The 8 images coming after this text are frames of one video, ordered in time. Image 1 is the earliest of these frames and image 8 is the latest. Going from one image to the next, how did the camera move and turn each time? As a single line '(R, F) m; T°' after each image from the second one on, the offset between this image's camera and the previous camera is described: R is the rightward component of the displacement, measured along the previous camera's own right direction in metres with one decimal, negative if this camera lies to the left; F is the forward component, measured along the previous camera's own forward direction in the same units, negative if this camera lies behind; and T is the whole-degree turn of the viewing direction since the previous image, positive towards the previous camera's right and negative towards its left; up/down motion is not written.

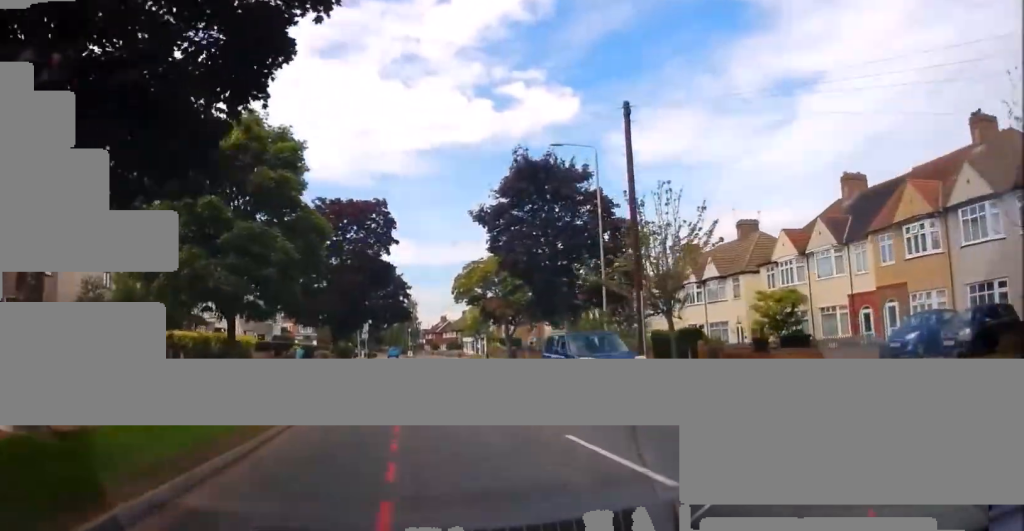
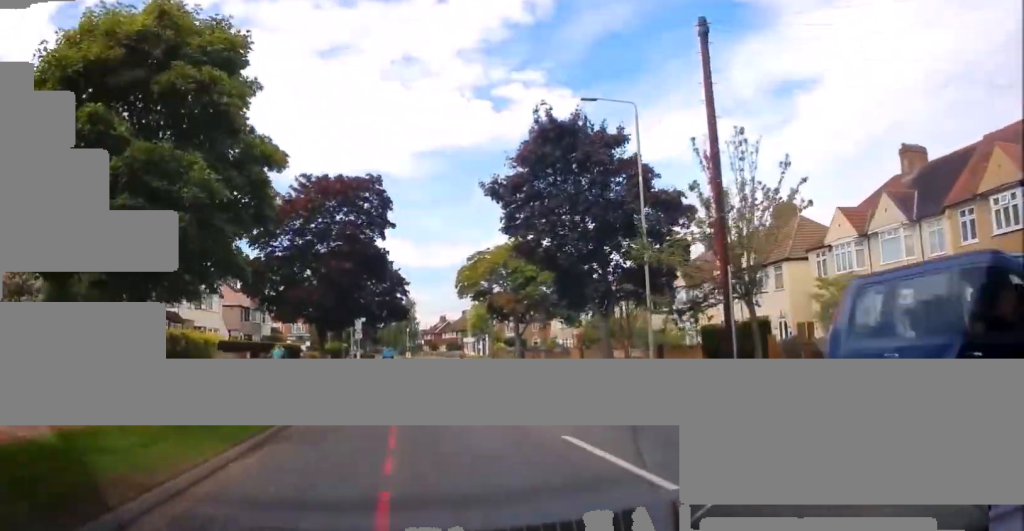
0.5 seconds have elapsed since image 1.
(+0.2, +5.8) m; +1°
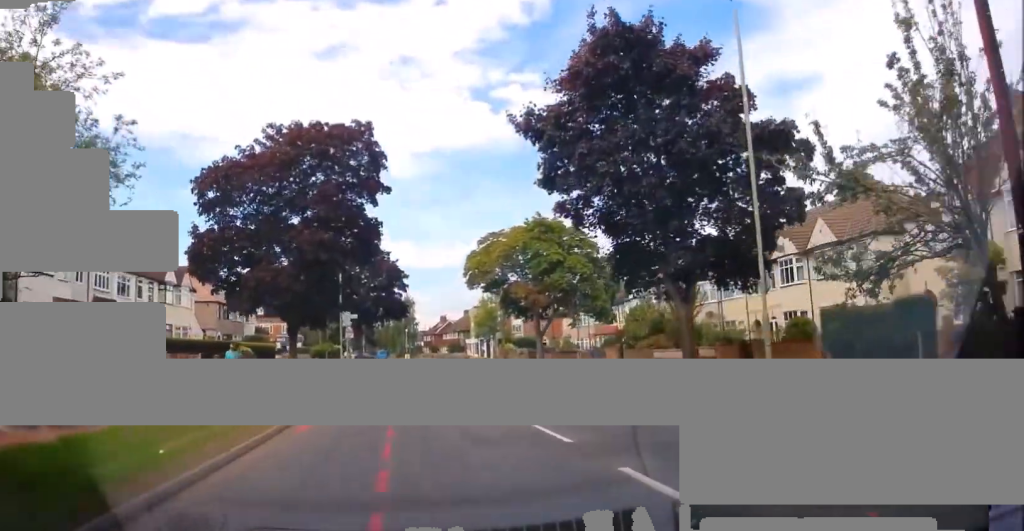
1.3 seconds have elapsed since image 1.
(-0.2, +8.2) m; -1°
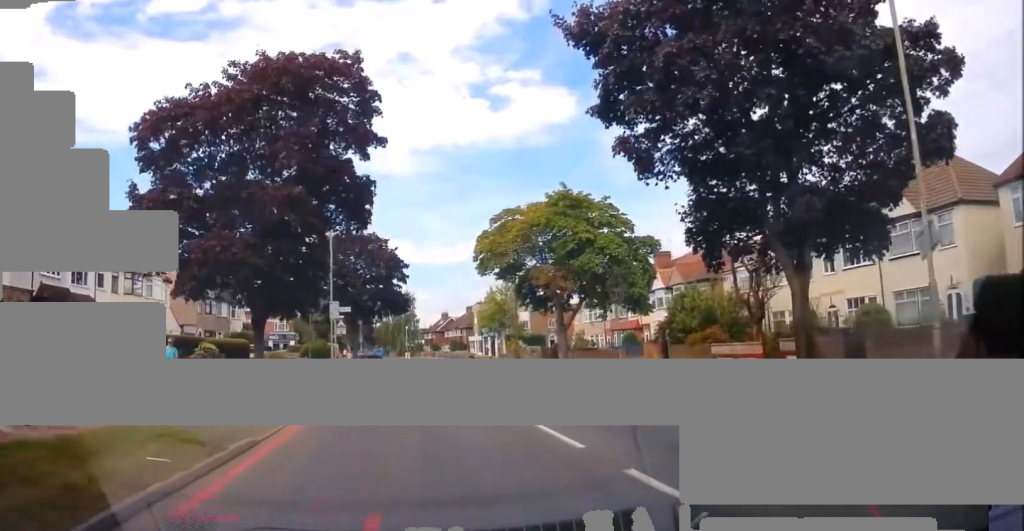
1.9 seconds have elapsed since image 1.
(0.0, +6.4) m; -1°
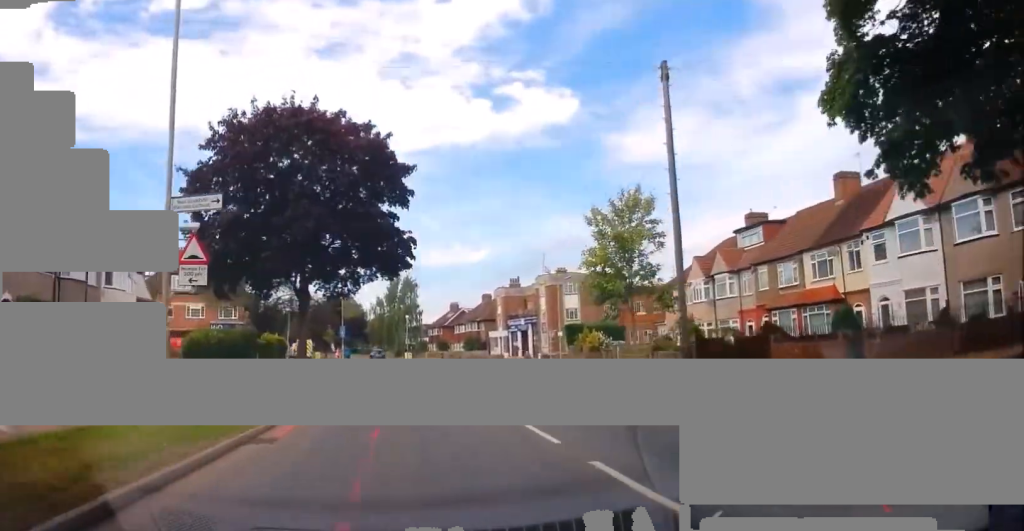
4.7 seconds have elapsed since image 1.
(-0.5, +30.2) m; -1°
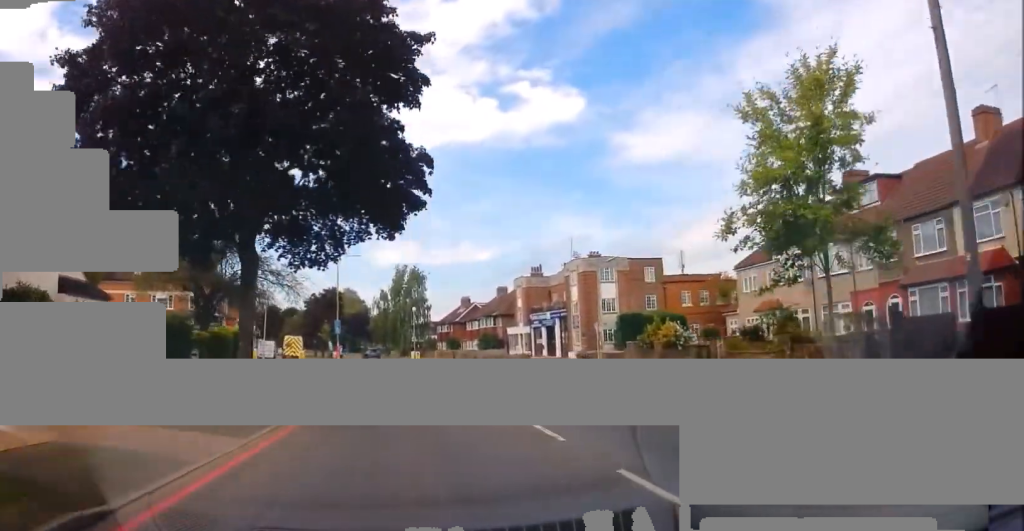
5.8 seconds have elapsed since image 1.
(-0.2, +11.5) m; -1°
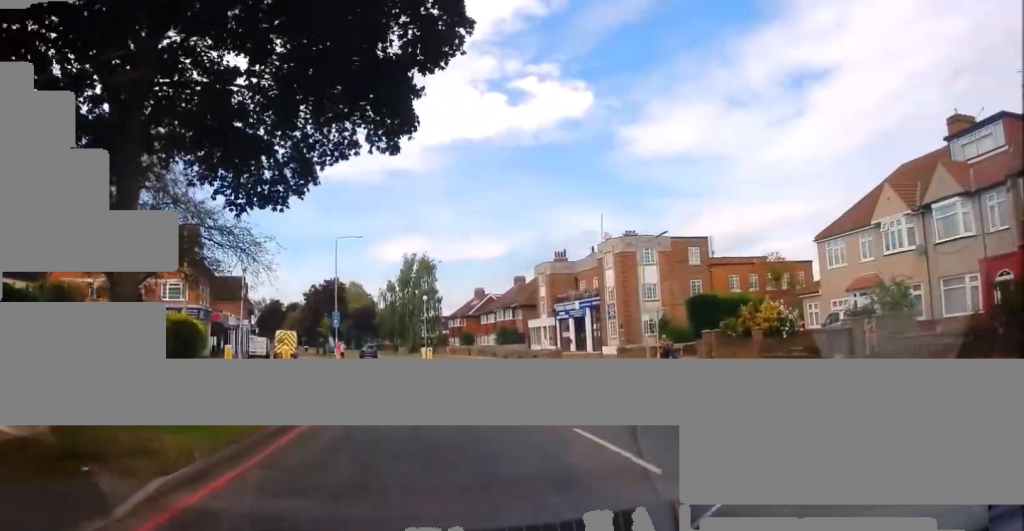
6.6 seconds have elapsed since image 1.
(+0.2, +9.1) m; -2°
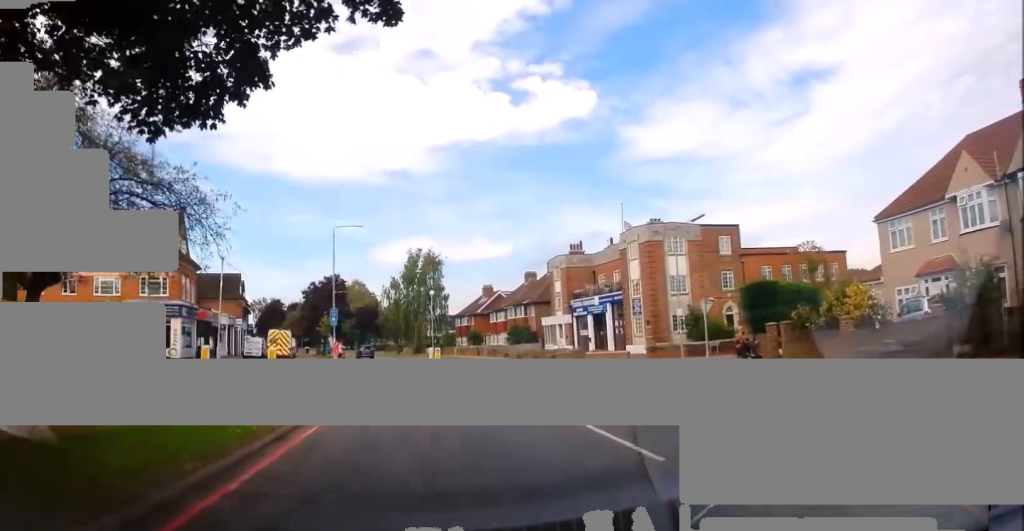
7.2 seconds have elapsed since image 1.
(-0.4, +5.4) m; 0°
